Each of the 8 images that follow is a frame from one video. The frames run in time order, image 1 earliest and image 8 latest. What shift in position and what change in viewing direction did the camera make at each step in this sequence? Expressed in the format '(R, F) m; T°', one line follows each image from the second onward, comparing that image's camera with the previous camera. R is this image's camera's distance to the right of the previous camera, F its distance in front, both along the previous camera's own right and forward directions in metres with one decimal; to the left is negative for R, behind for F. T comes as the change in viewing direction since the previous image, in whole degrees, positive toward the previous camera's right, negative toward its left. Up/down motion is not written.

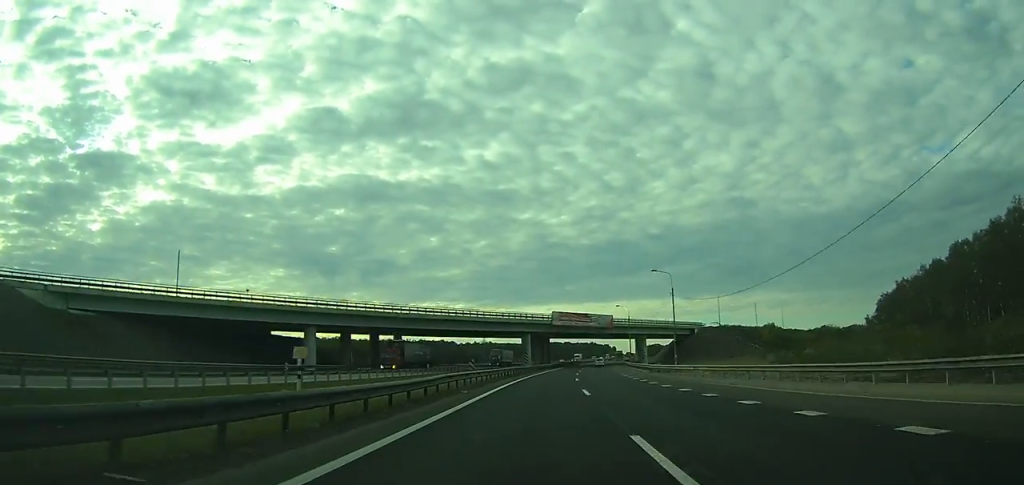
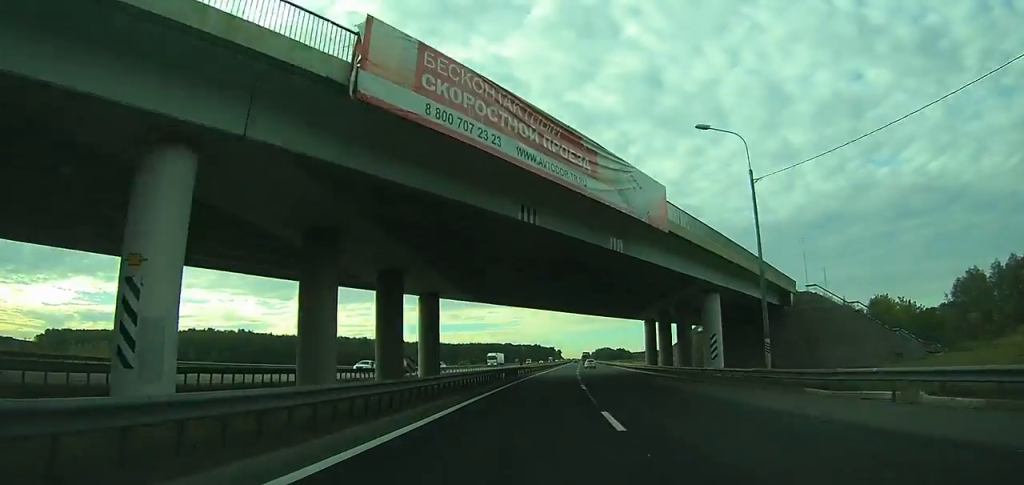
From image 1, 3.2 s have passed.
(+3.8, +94.4) m; +5°
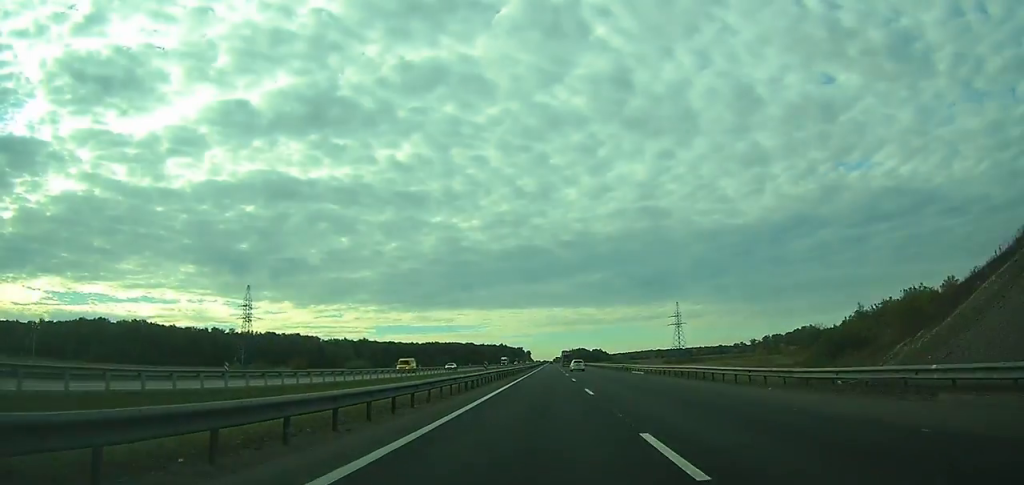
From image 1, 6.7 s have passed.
(+4.9, +100.4) m; +5°
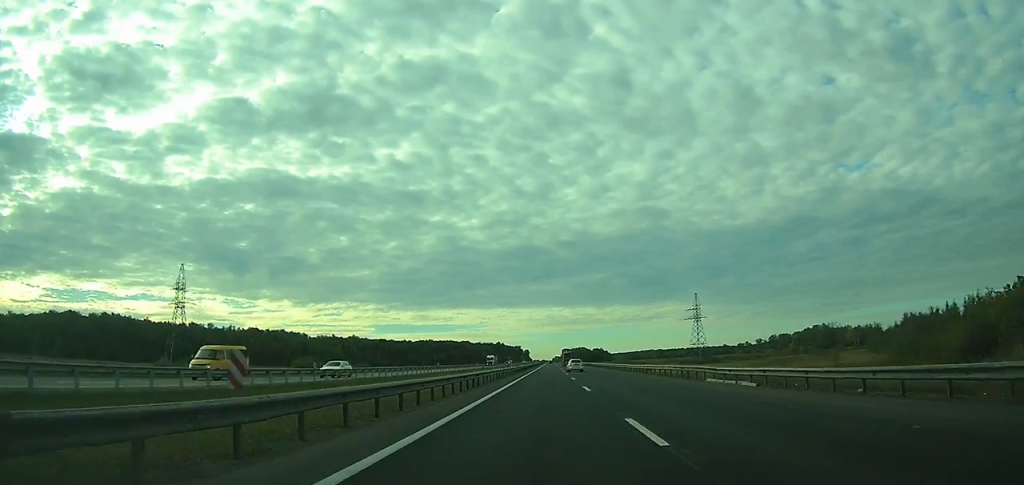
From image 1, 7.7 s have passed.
(+0.4, +28.3) m; 0°
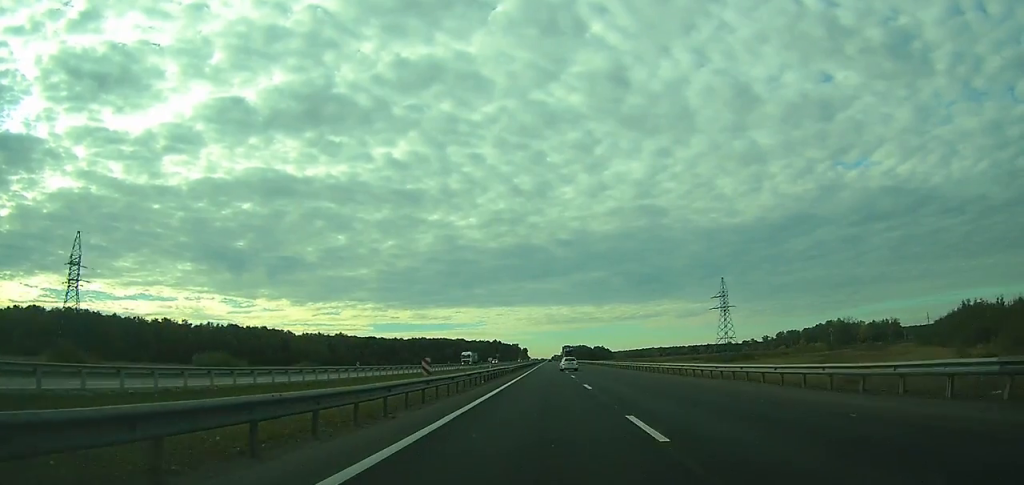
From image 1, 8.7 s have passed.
(-0.1, +30.1) m; 0°
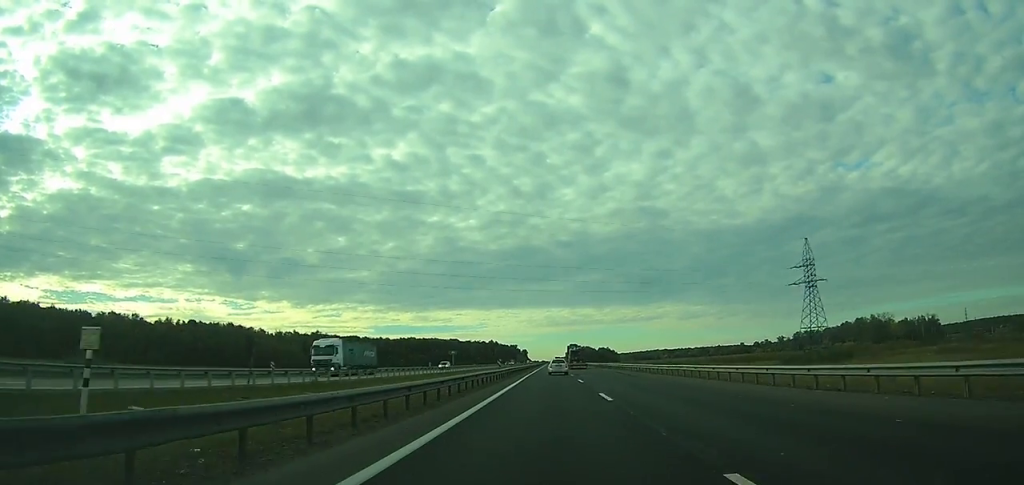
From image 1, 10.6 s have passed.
(-0.2, +54.3) m; 0°
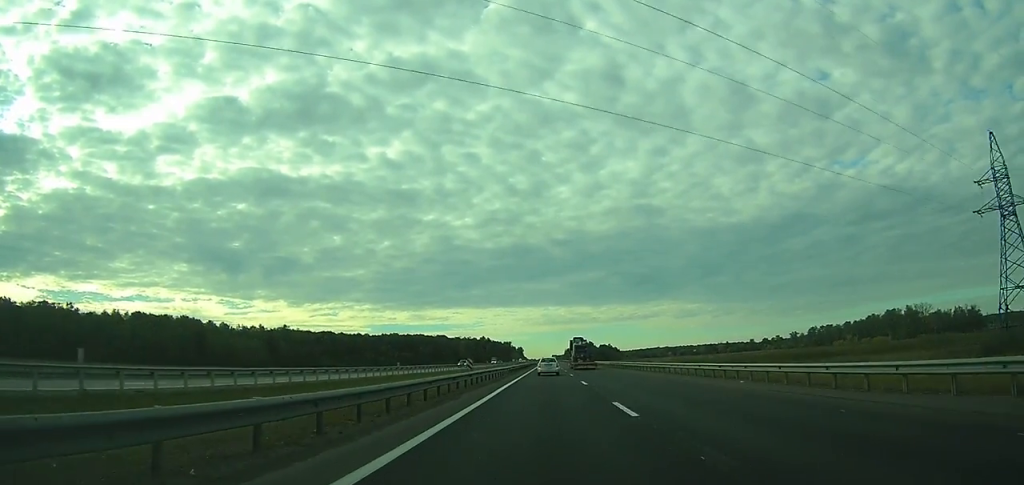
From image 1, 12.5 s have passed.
(-0.1, +56.5) m; 0°
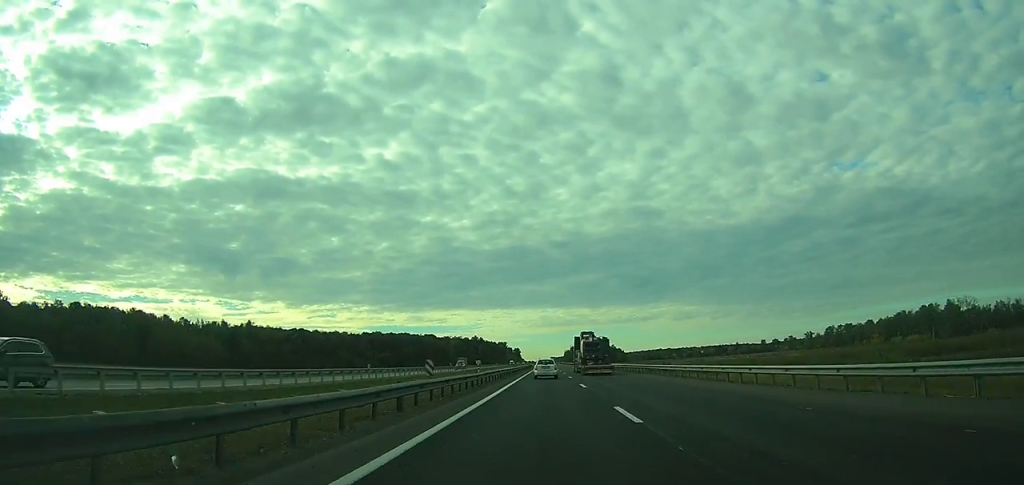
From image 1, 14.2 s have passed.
(-0.1, +51.5) m; 0°
